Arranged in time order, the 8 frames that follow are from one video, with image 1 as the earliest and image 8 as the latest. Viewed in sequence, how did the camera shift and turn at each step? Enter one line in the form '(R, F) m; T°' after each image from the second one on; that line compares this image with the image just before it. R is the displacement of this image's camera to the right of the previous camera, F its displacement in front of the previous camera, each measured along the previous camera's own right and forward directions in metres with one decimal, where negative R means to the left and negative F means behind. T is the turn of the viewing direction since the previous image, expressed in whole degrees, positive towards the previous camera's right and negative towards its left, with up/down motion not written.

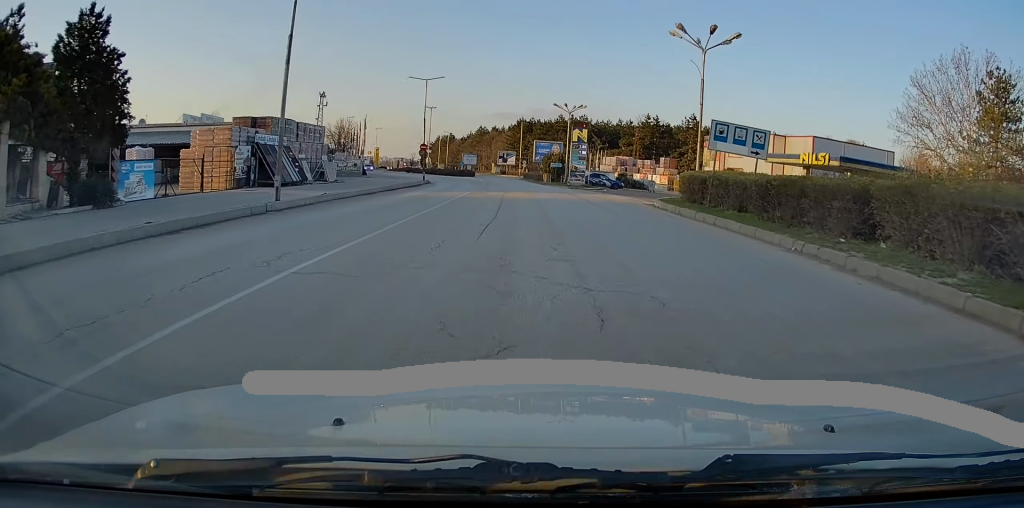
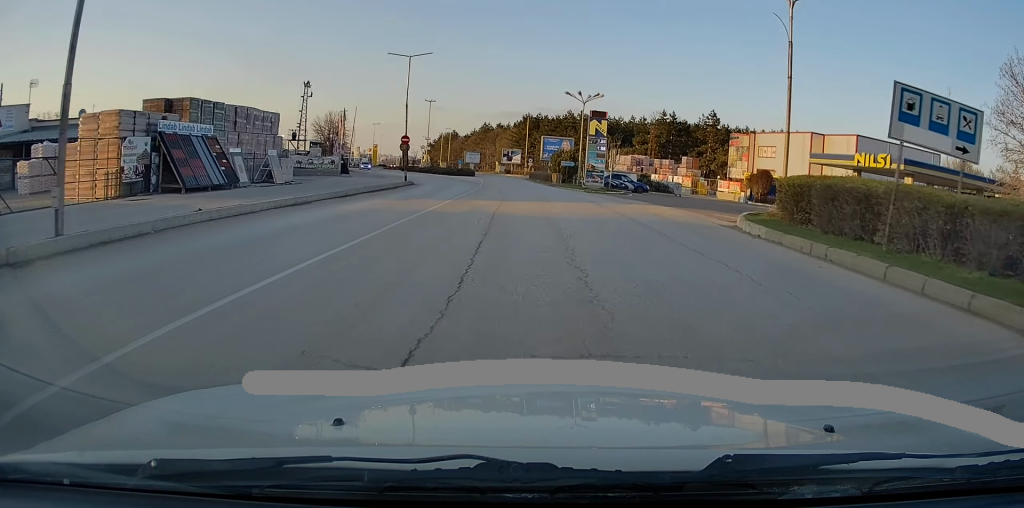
(0.0, +10.3) m; -1°
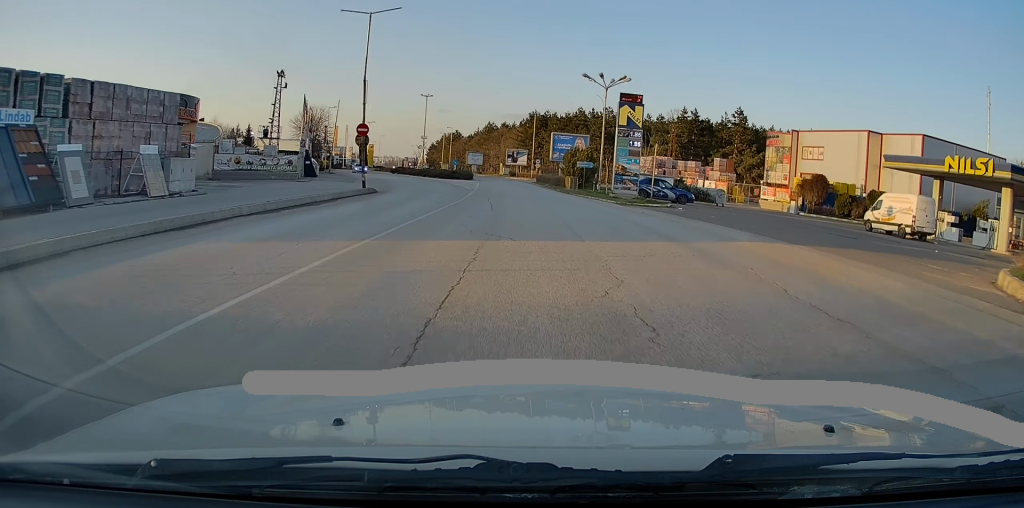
(-0.2, +12.5) m; -1°
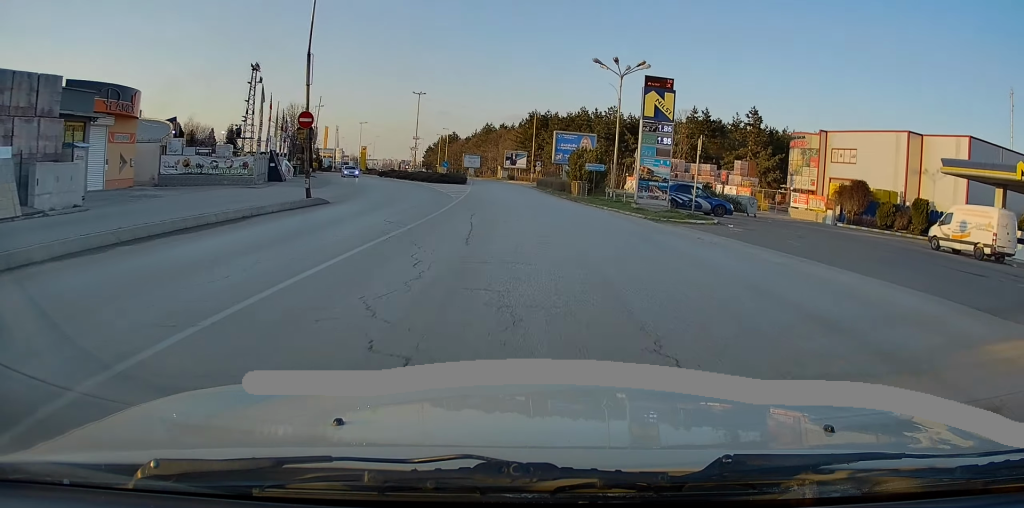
(0.0, +7.8) m; 0°
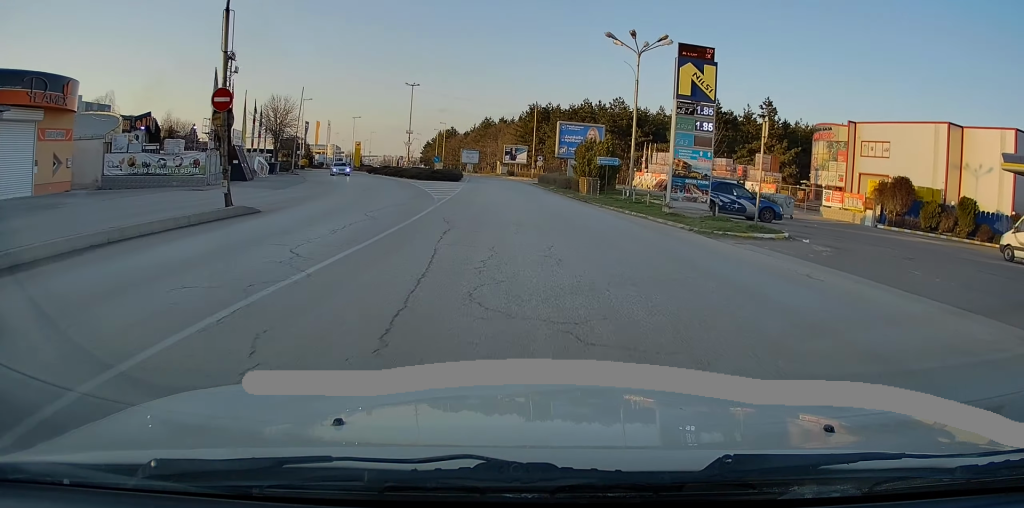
(+0.1, +6.4) m; 0°
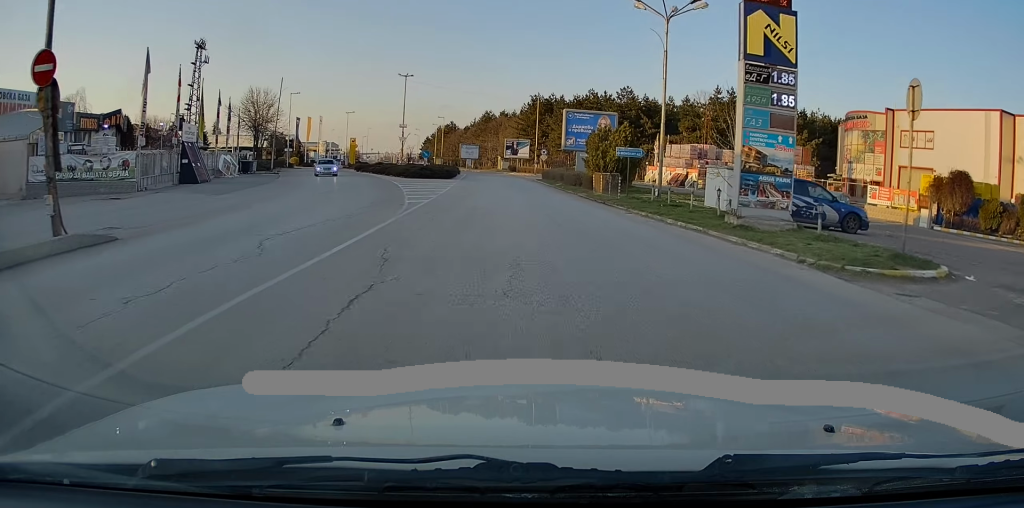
(0.0, +6.9) m; 0°
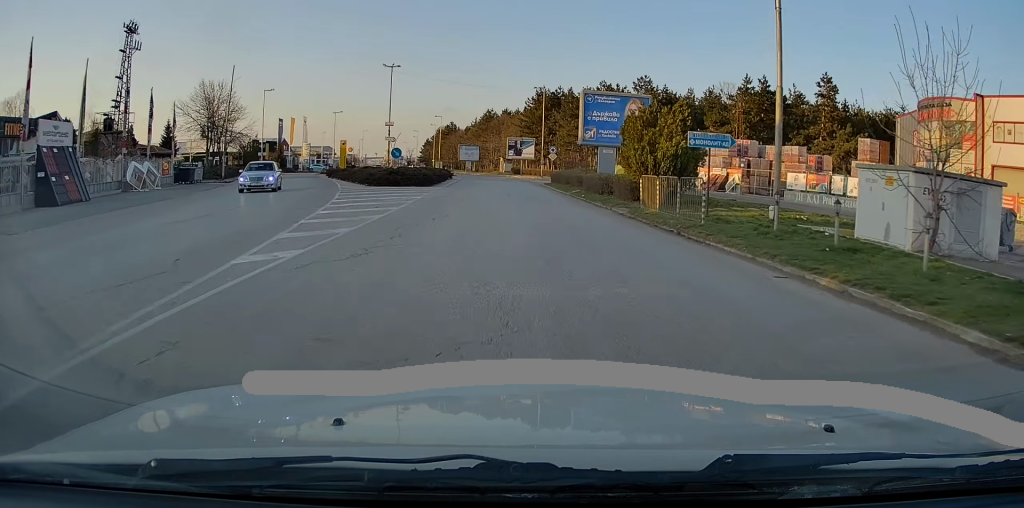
(0.0, +12.4) m; 0°
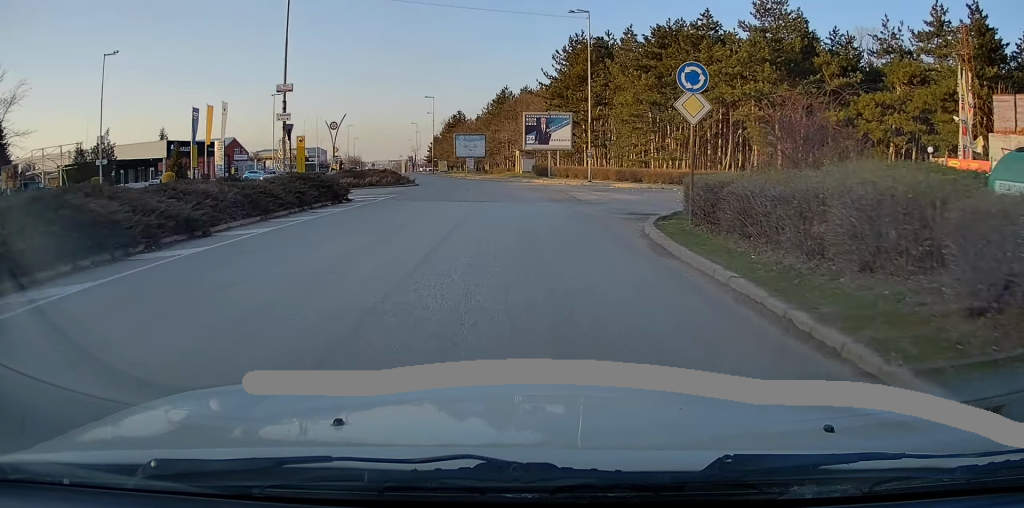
(-1.1, +41.8) m; -3°
